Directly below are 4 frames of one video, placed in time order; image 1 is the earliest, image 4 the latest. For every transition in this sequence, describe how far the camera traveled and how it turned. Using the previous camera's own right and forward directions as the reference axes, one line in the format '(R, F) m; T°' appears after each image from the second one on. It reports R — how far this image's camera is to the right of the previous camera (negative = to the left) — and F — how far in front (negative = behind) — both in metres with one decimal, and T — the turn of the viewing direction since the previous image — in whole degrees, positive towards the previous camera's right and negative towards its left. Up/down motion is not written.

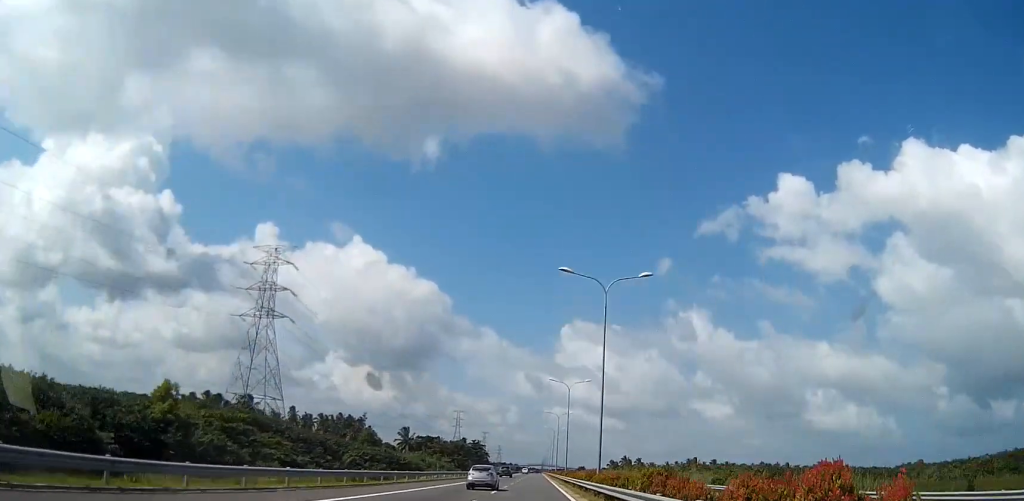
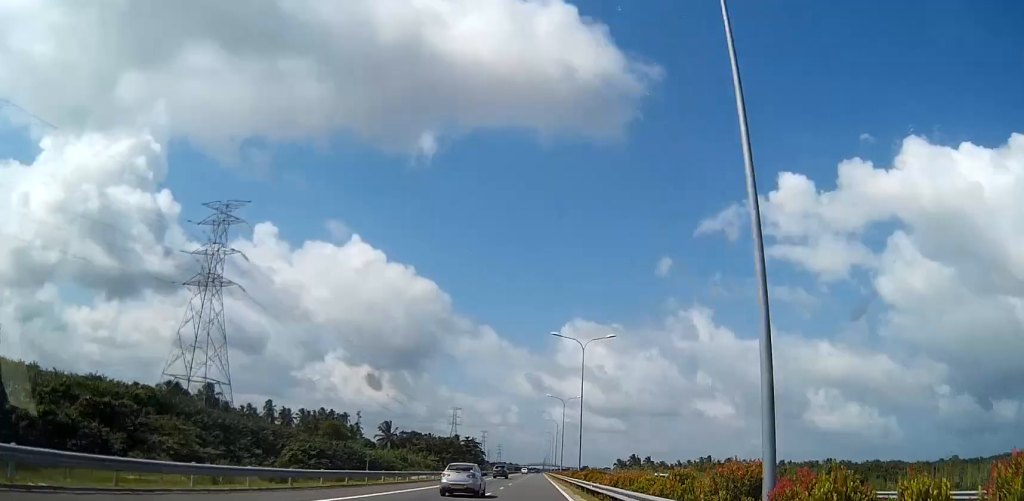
(+0.2, +27.5) m; 0°
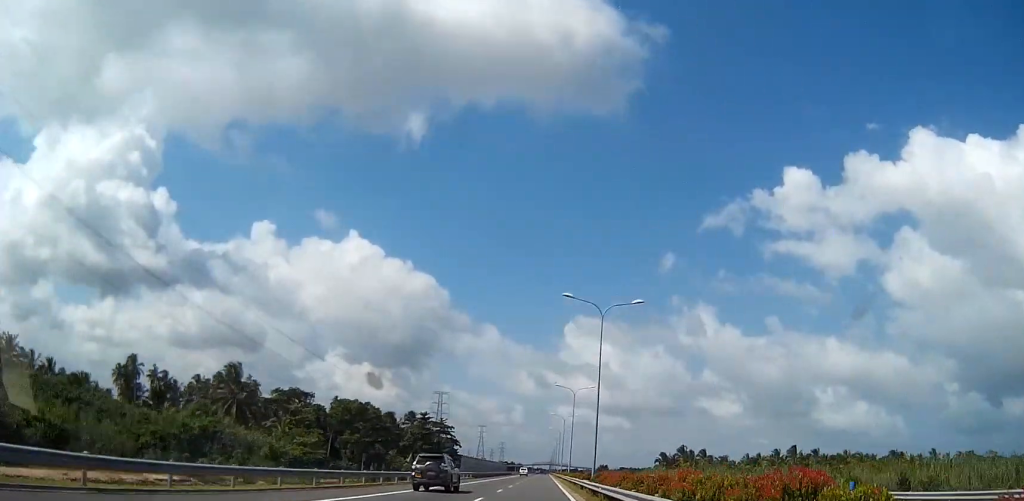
(-0.2, +101.8) m; -1°
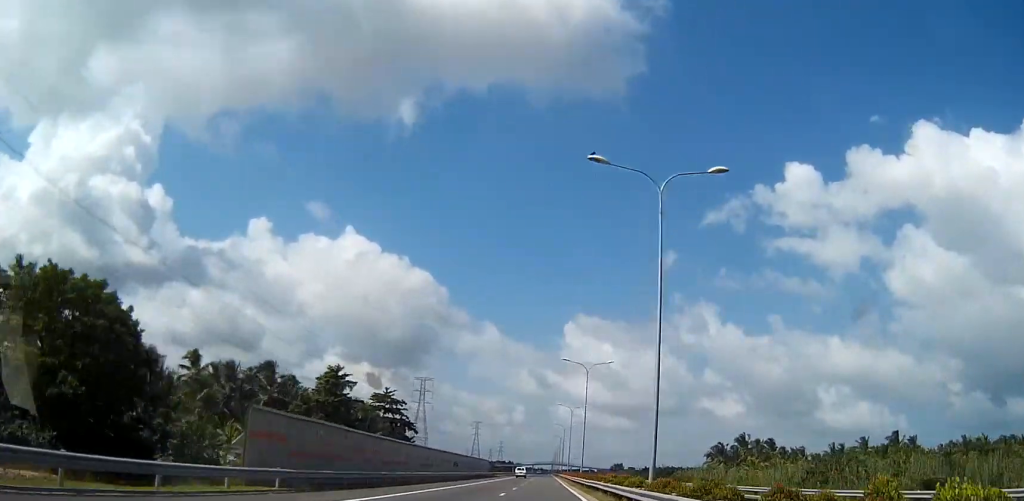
(-0.4, +65.6) m; 0°
